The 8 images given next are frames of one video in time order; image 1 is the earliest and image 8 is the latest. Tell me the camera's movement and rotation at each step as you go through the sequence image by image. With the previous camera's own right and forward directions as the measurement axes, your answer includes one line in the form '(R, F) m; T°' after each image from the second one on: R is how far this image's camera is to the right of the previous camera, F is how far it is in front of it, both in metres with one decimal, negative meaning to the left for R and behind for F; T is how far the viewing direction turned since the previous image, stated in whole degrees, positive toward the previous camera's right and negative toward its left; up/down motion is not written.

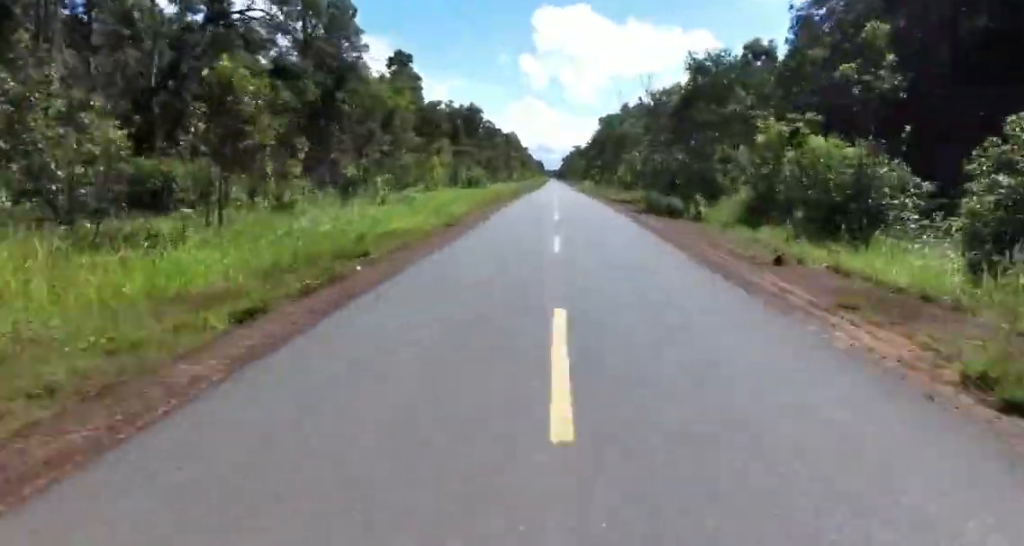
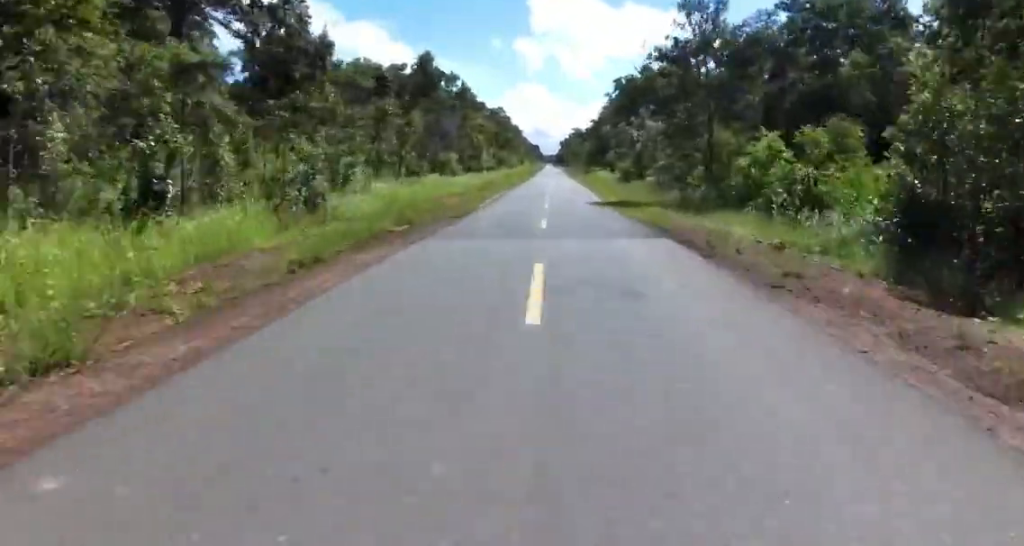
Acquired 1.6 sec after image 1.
(+0.7, +48.8) m; +2°
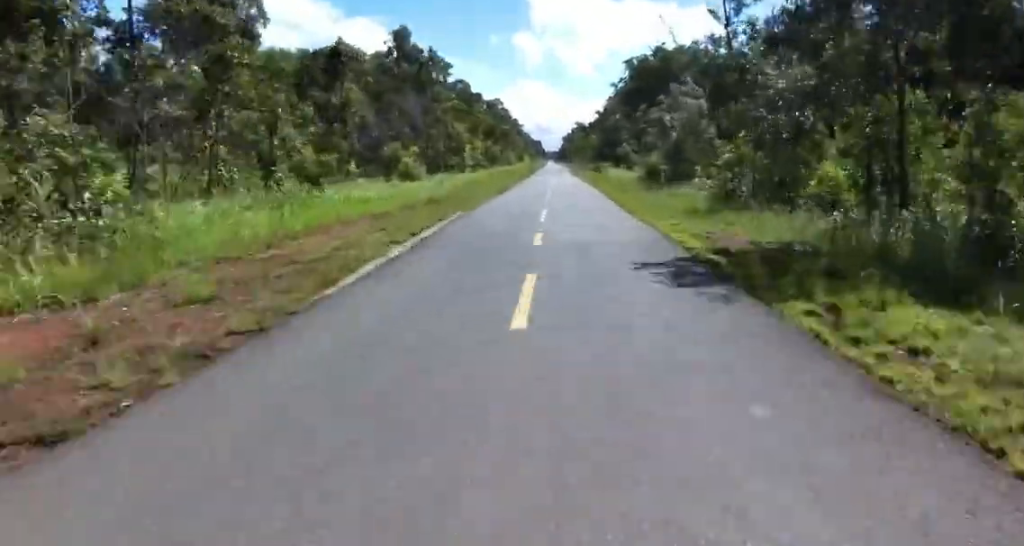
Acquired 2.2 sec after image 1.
(-0.3, +15.2) m; -1°
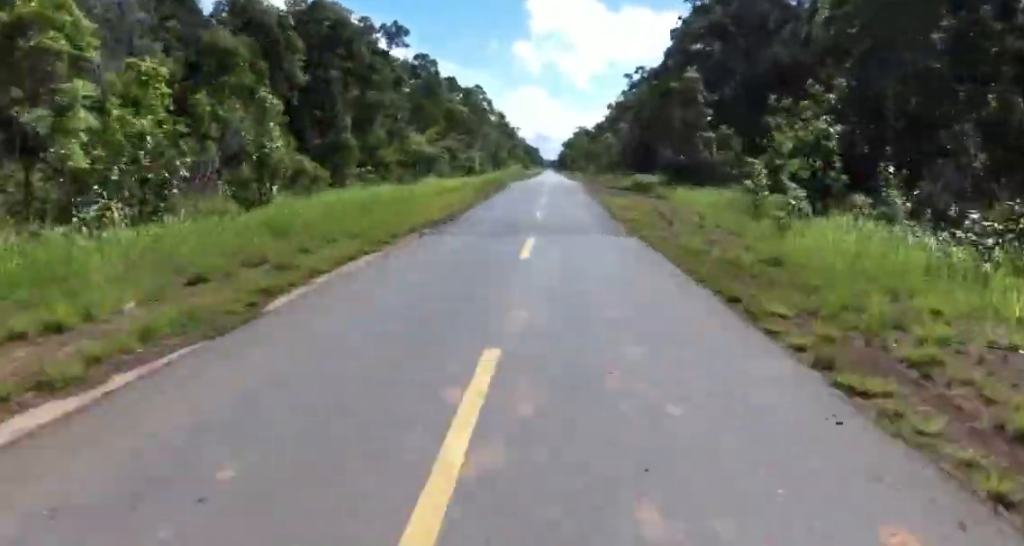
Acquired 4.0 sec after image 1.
(+0.2, +50.1) m; +1°
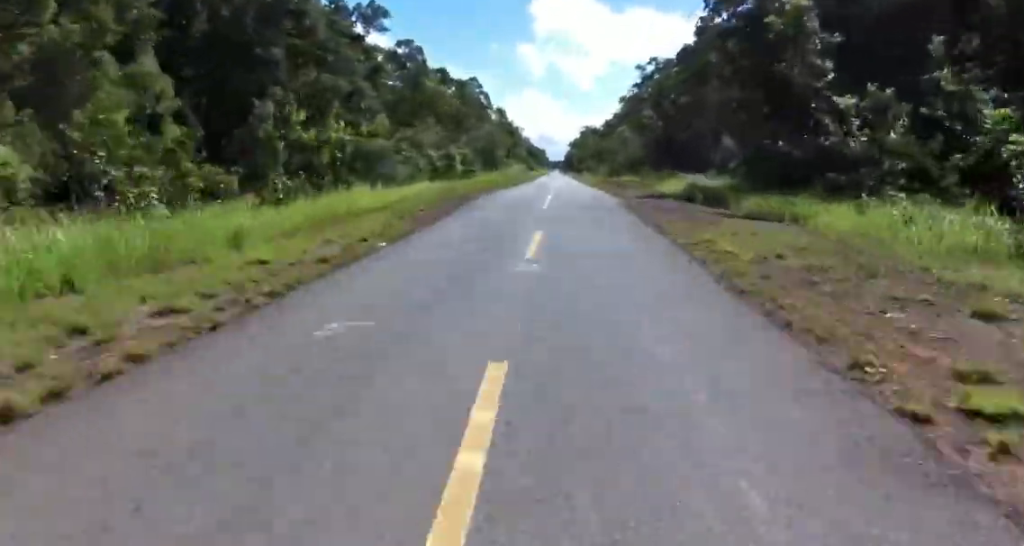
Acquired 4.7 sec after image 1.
(+0.6, +16.9) m; -1°
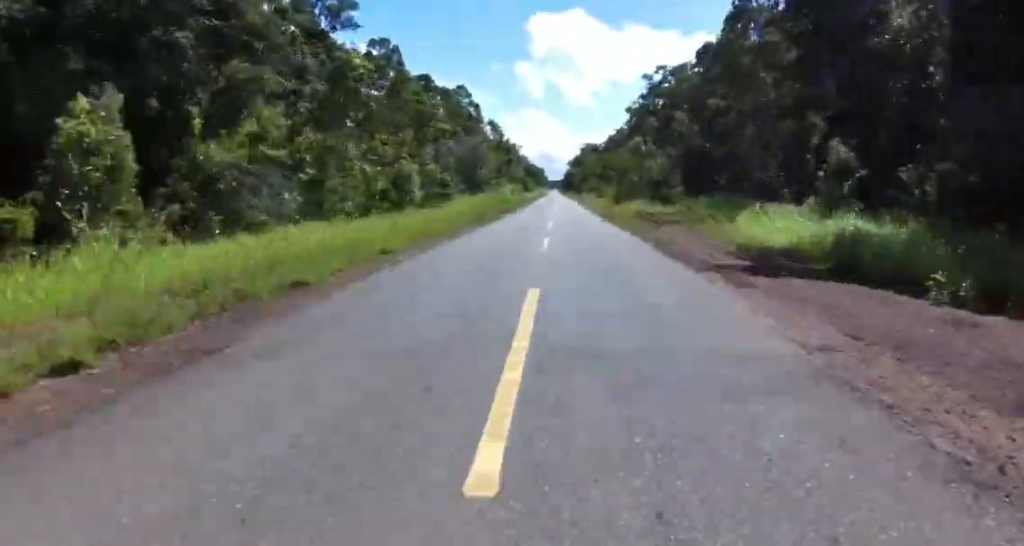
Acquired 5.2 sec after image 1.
(-0.9, +15.3) m; 0°
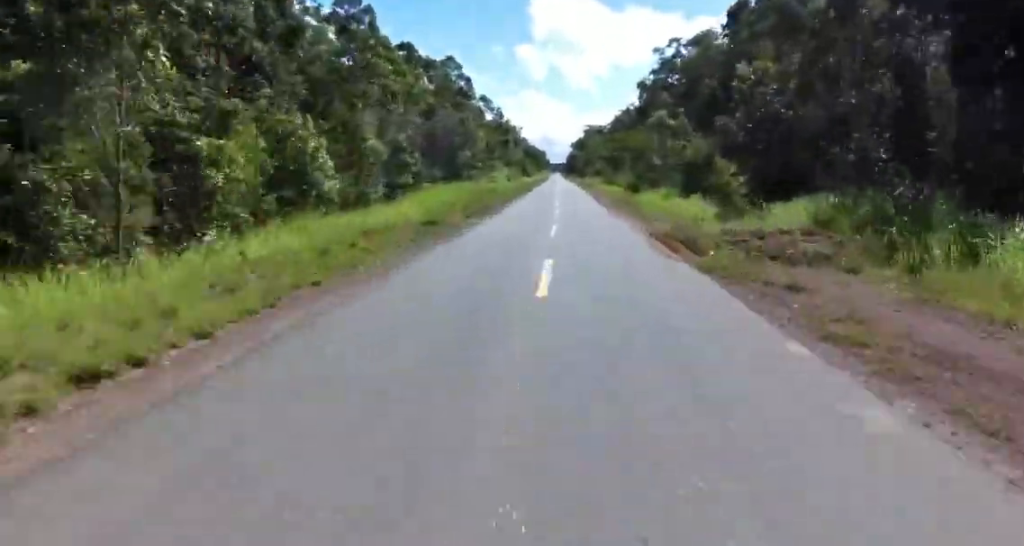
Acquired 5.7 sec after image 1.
(-0.4, +13.6) m; -1°
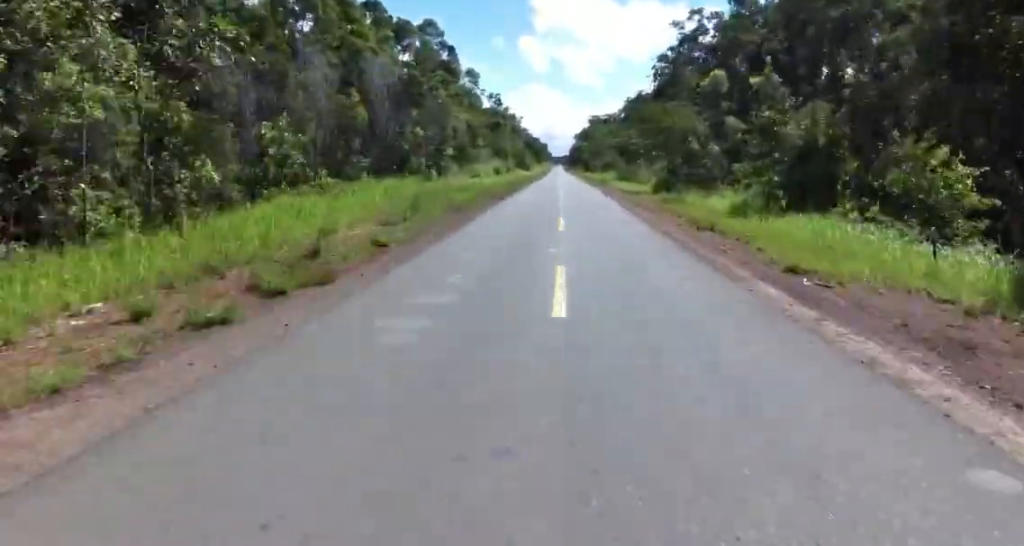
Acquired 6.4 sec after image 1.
(+1.1, +18.3) m; -2°
